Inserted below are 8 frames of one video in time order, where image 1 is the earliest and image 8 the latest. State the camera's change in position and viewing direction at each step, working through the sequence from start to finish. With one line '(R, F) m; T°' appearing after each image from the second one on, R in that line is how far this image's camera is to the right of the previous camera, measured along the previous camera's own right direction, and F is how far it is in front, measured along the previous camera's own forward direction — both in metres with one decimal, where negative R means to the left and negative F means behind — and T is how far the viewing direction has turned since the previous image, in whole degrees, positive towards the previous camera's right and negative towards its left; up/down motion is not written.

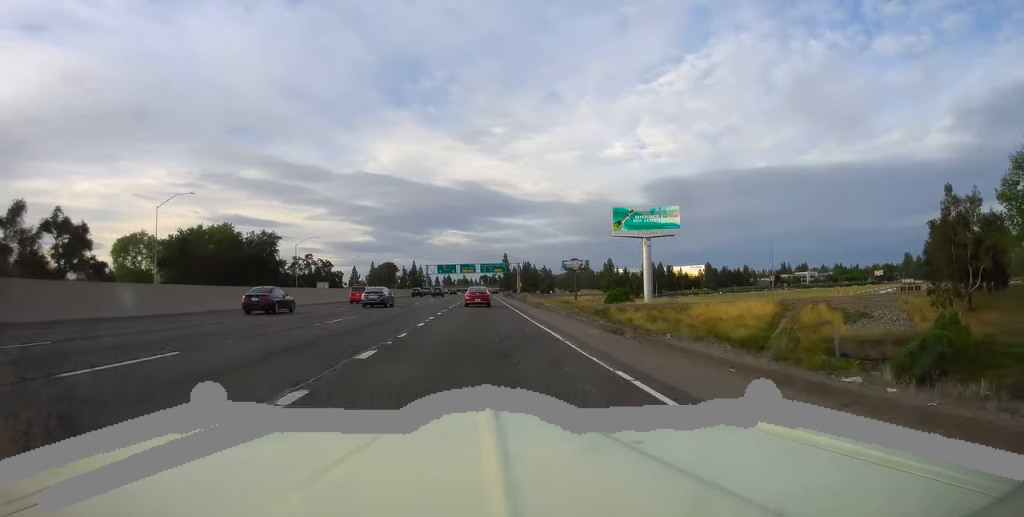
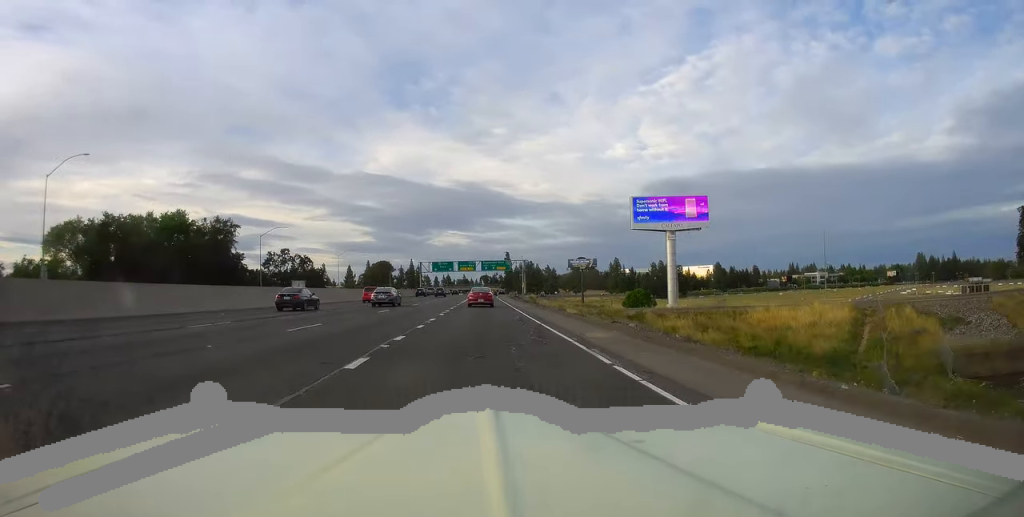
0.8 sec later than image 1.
(+0.1, +20.6) m; -1°
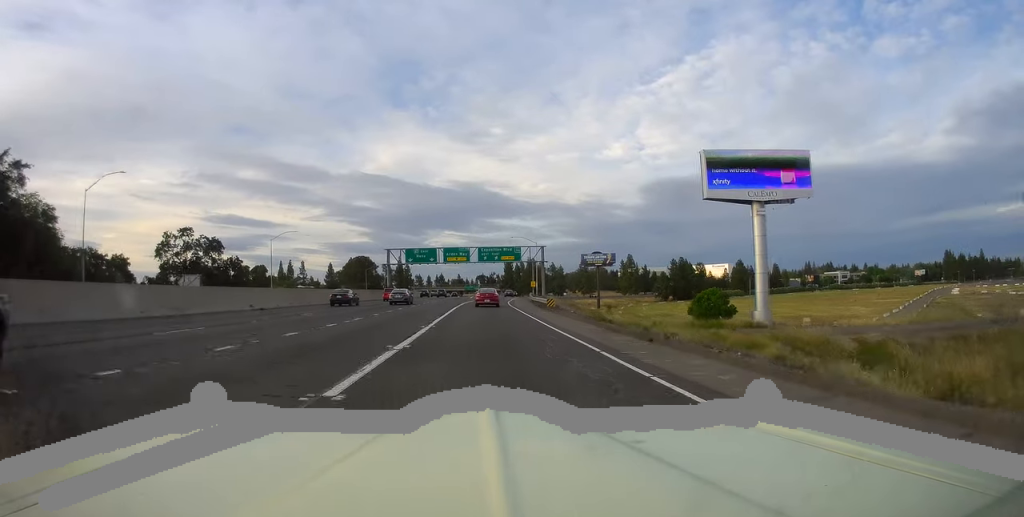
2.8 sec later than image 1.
(+0.1, +49.9) m; +1°
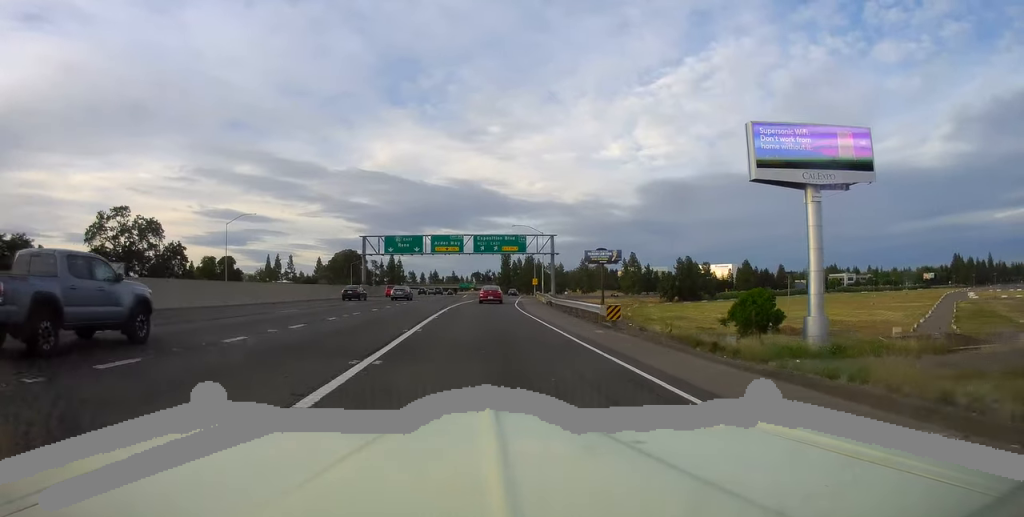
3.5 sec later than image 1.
(0.0, +18.8) m; 0°
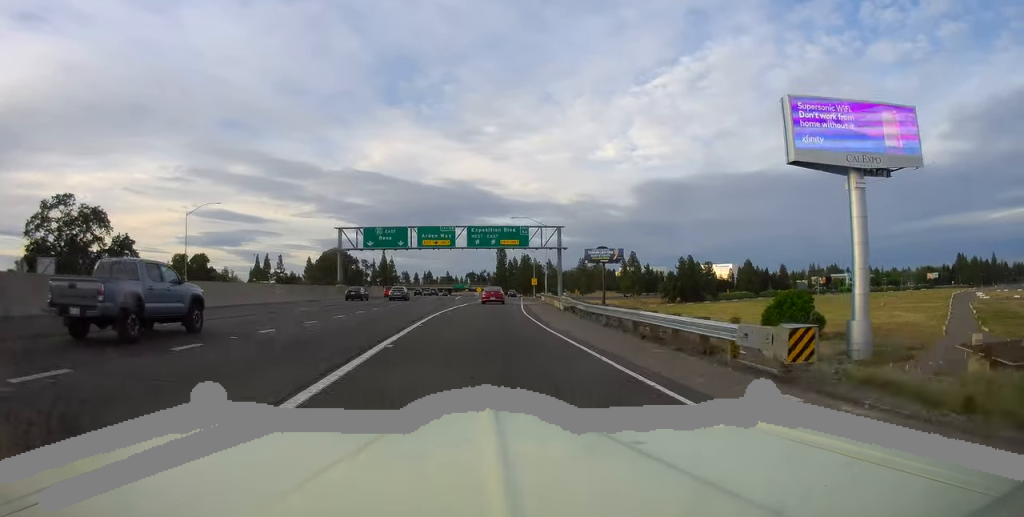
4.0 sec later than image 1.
(-0.1, +12.2) m; 0°
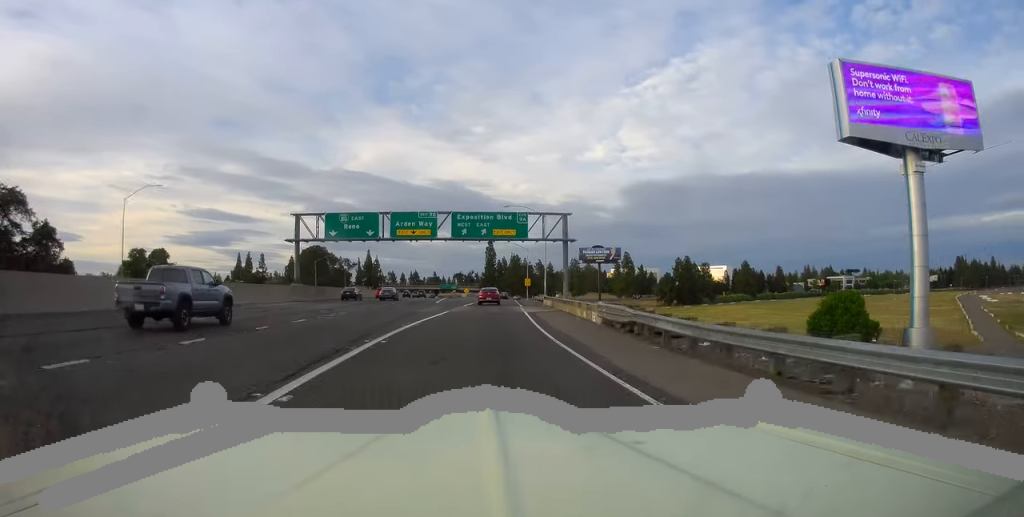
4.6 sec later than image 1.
(+0.2, +13.3) m; +1°
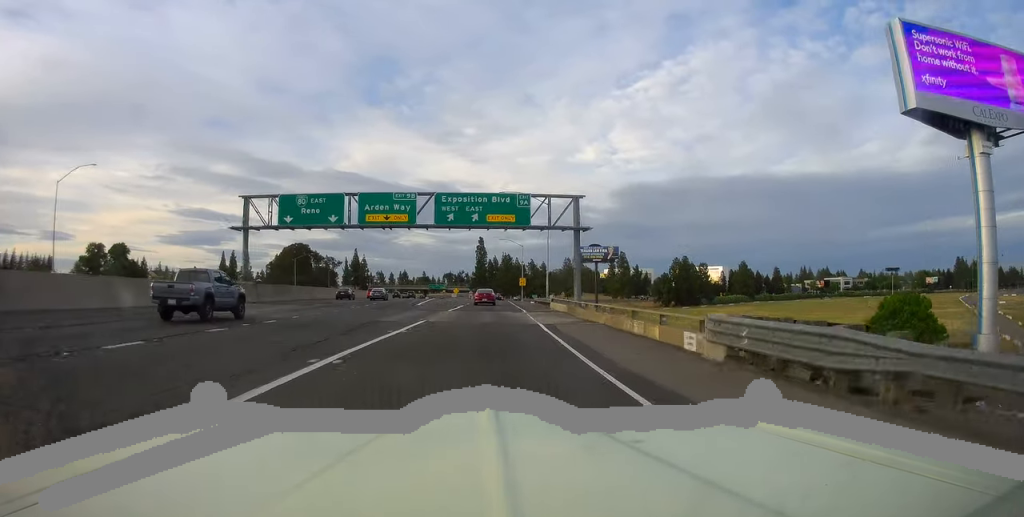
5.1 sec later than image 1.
(0.0, +11.7) m; +1°
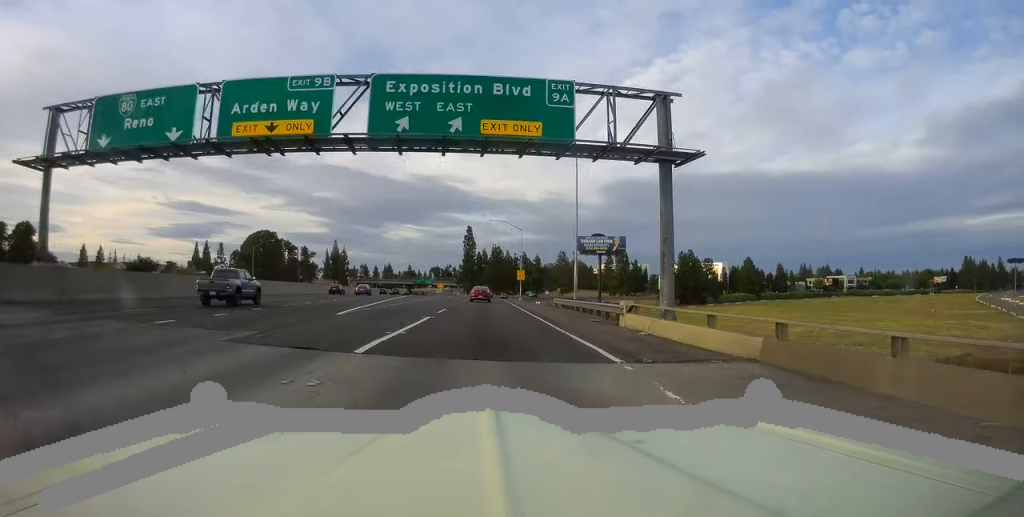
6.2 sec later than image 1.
(+0.1, +24.2) m; 0°
